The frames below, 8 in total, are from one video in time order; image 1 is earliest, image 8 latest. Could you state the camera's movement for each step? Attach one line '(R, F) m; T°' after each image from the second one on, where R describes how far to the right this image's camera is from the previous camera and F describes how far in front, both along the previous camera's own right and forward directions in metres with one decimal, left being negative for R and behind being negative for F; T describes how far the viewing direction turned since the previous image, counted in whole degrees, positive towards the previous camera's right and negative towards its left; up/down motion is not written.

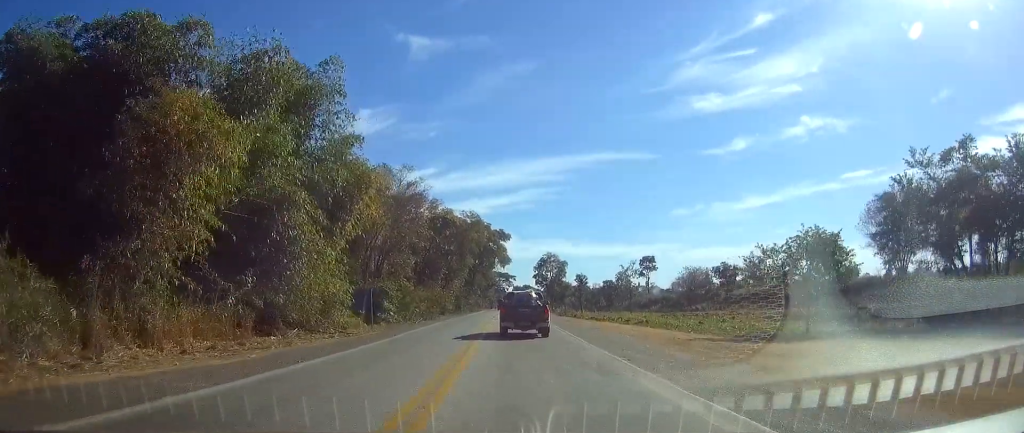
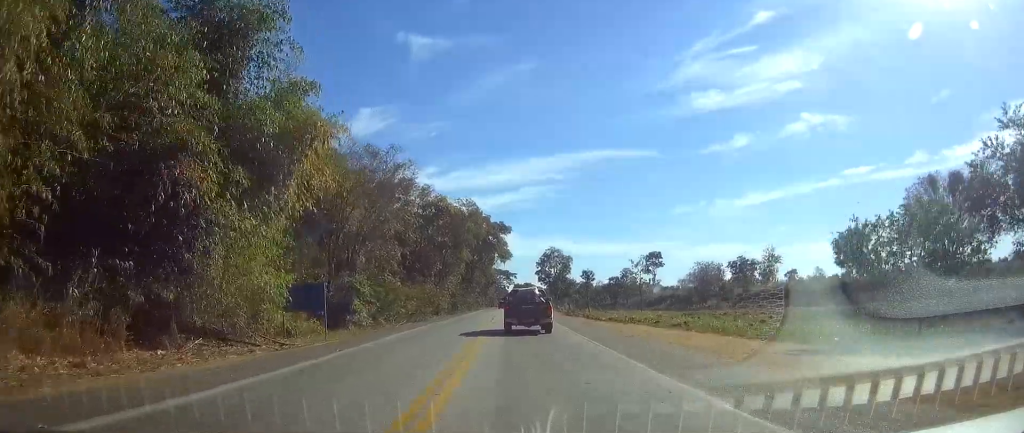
(0.0, +9.7) m; 0°
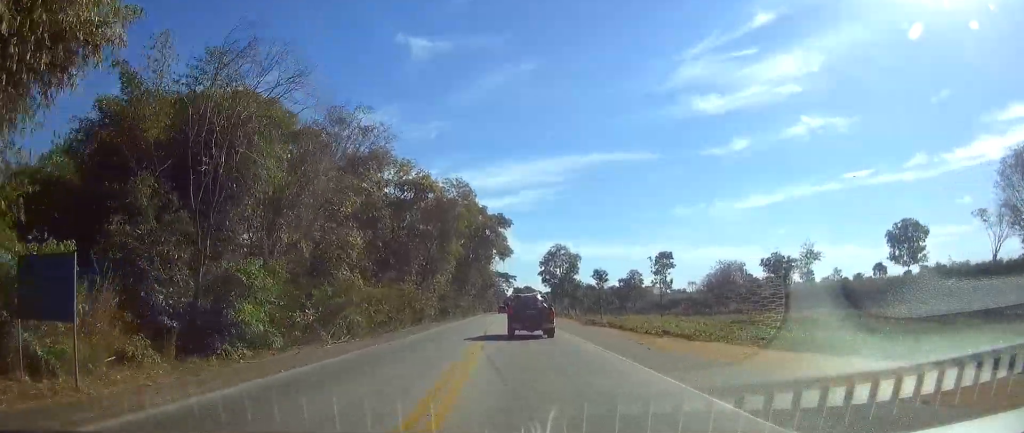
(0.0, +17.8) m; 0°
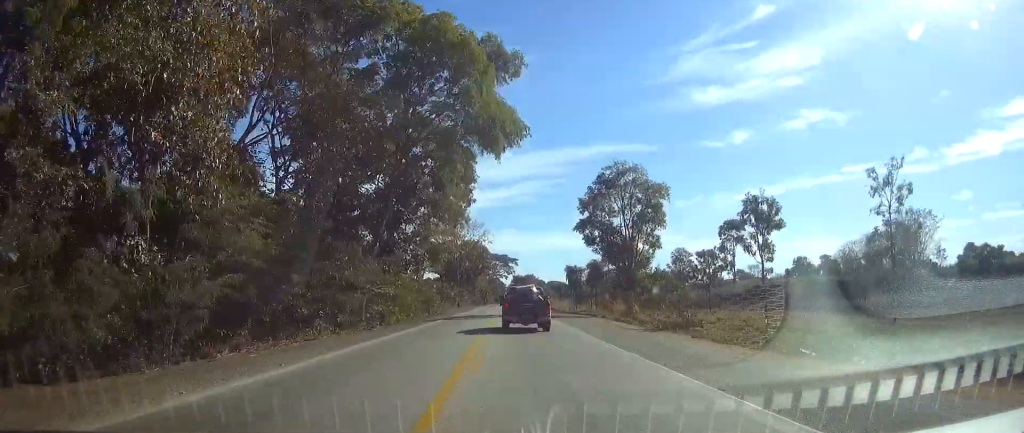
(0.0, +72.1) m; 0°
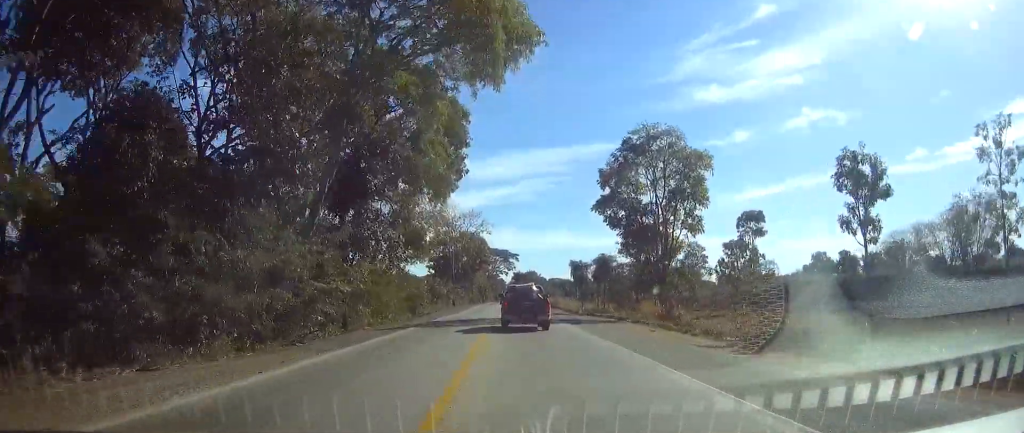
(-0.1, +13.6) m; 0°
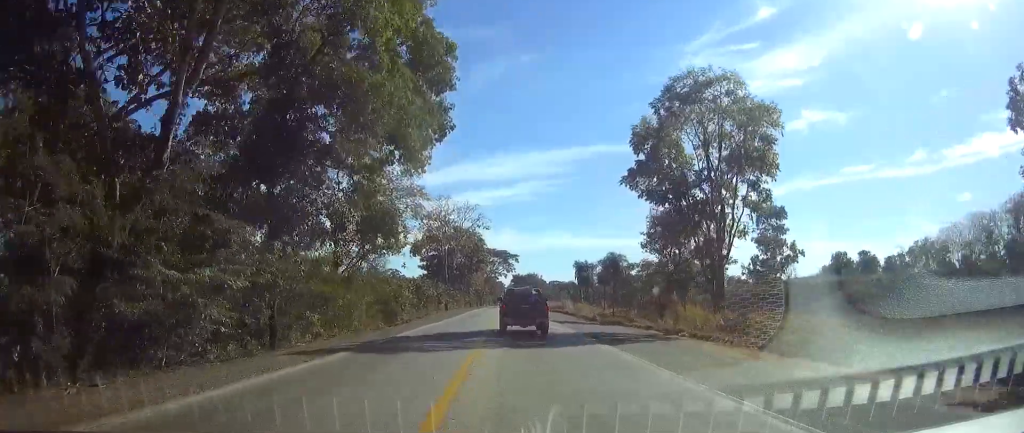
(-0.1, +12.7) m; 0°
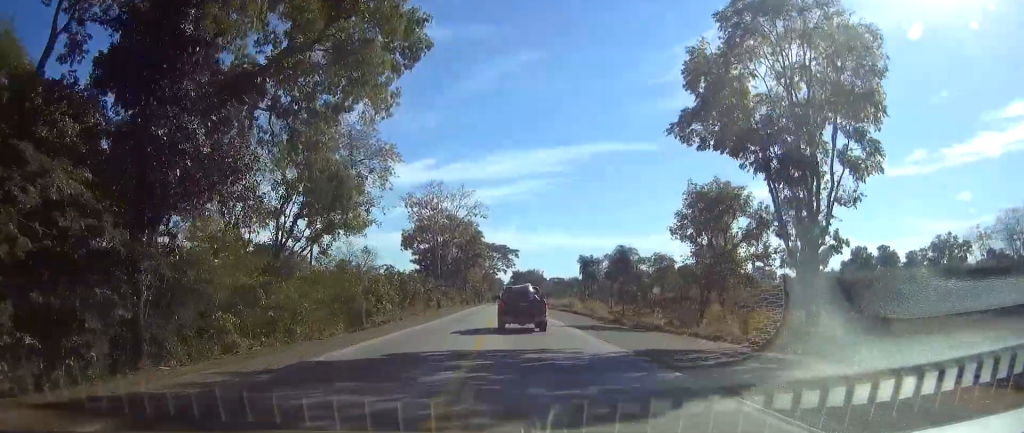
(+0.1, +11.8) m; 0°
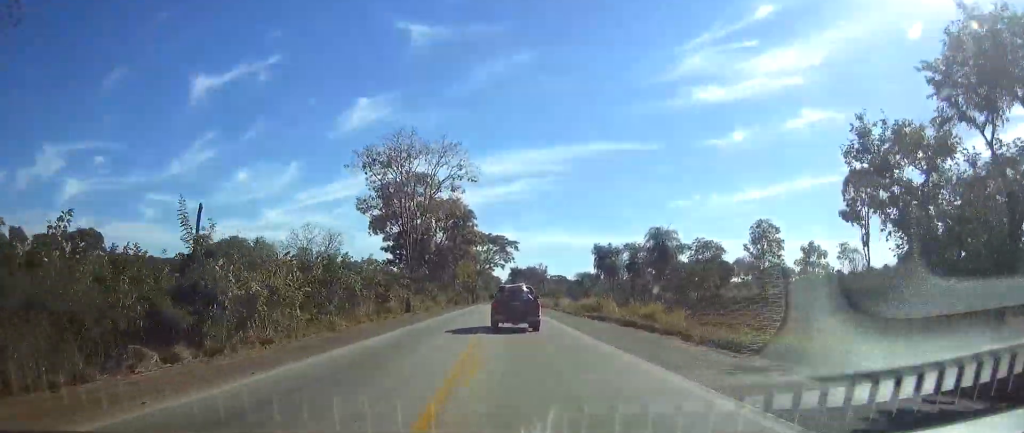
(+0.1, +28.5) m; 0°
